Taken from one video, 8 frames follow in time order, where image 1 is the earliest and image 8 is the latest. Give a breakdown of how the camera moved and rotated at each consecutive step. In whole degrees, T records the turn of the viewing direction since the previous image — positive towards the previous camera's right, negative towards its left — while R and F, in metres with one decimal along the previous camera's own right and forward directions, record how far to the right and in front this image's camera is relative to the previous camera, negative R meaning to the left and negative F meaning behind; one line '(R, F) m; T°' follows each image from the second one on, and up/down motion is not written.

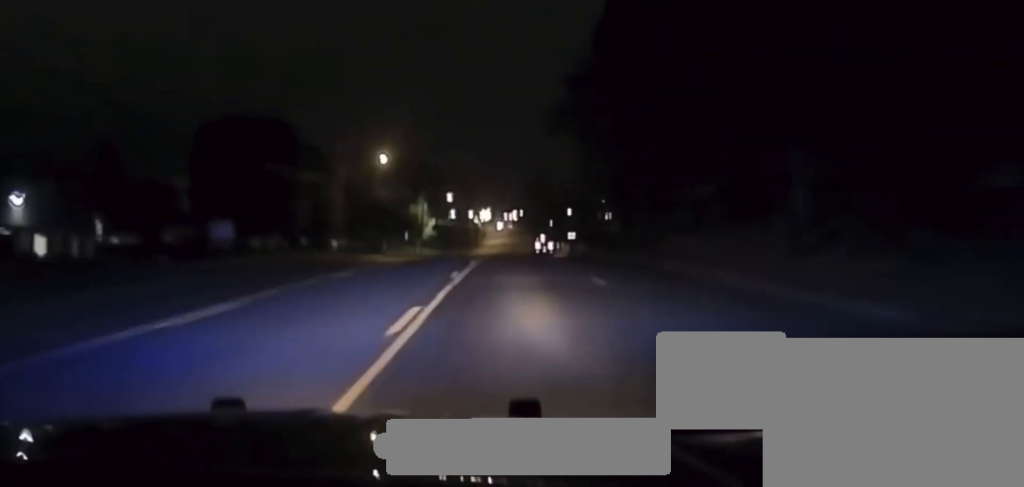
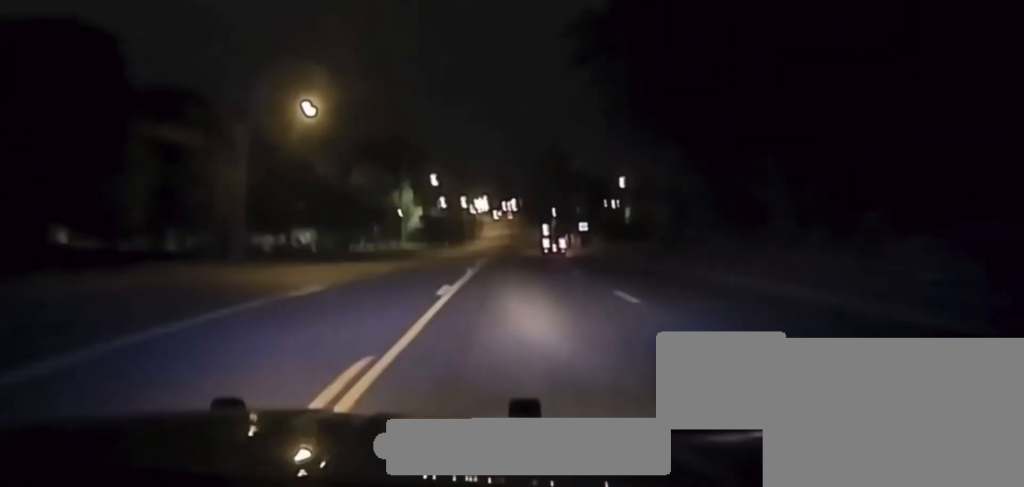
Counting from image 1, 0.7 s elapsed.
(0.0, +30.7) m; 0°
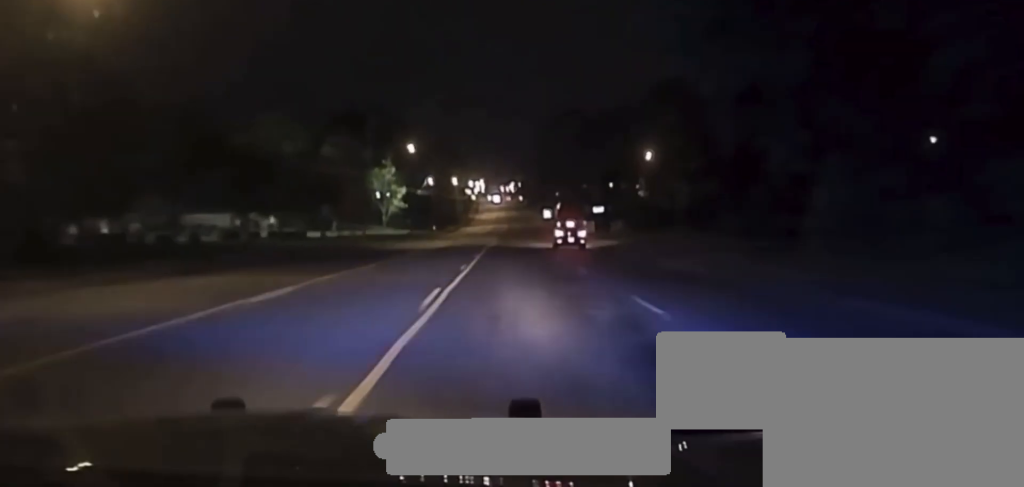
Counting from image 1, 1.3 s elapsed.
(0.0, +29.0) m; 0°
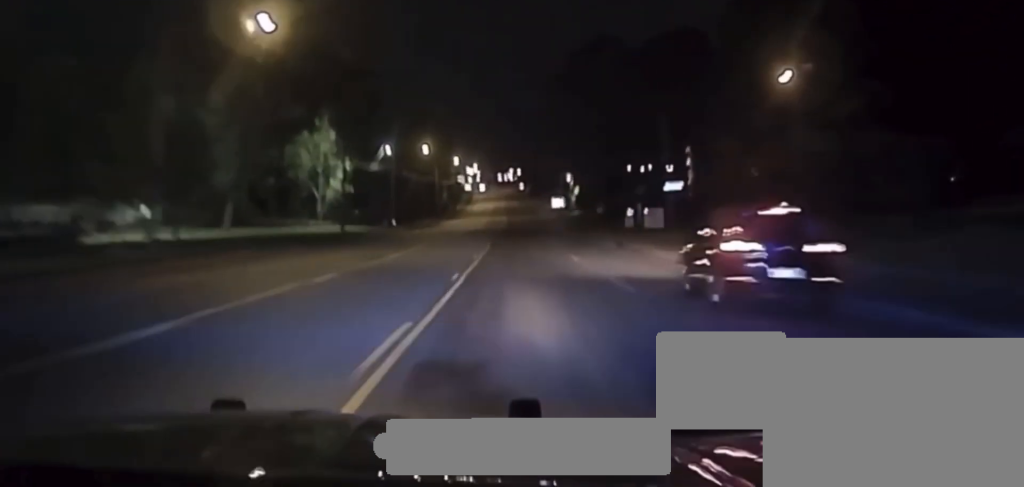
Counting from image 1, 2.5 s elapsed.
(-0.4, +69.2) m; 0°
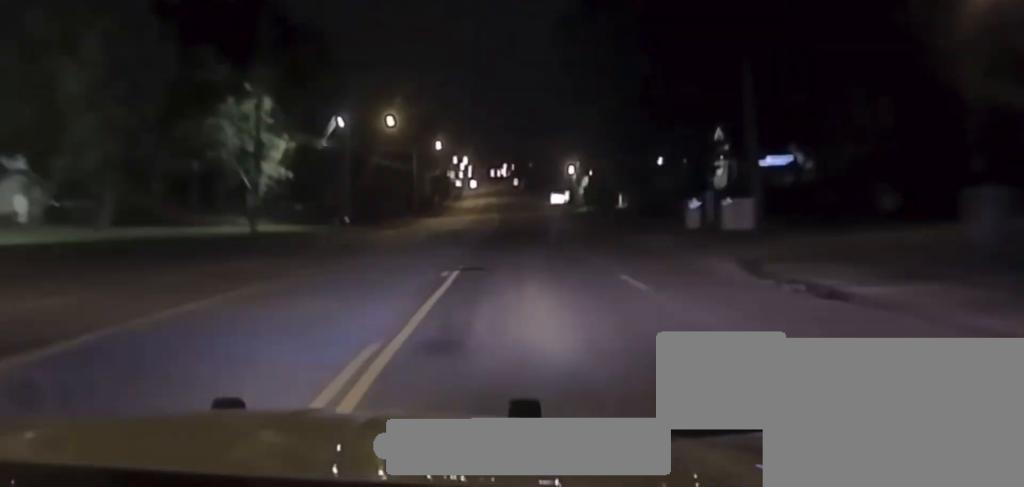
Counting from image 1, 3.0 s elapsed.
(-0.3, +32.9) m; 0°
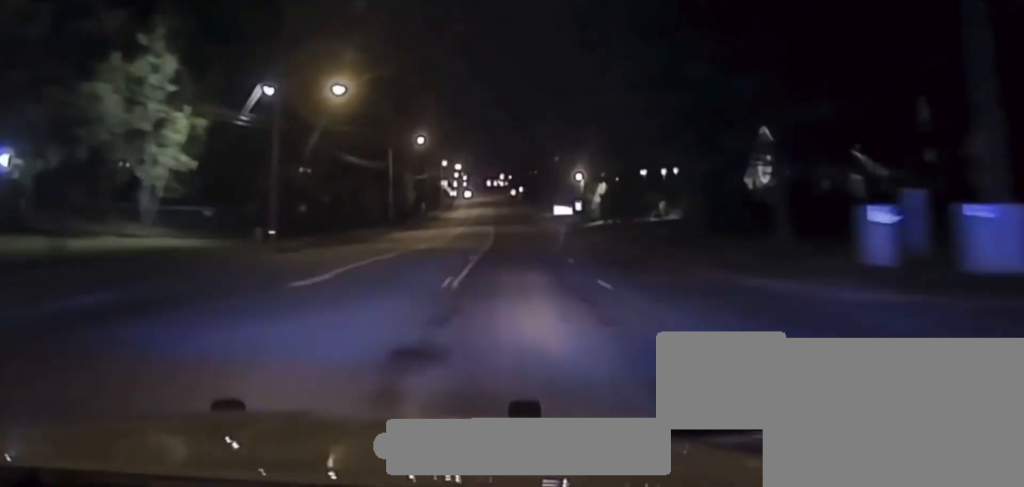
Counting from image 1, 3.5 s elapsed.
(+0.4, +29.8) m; 0°
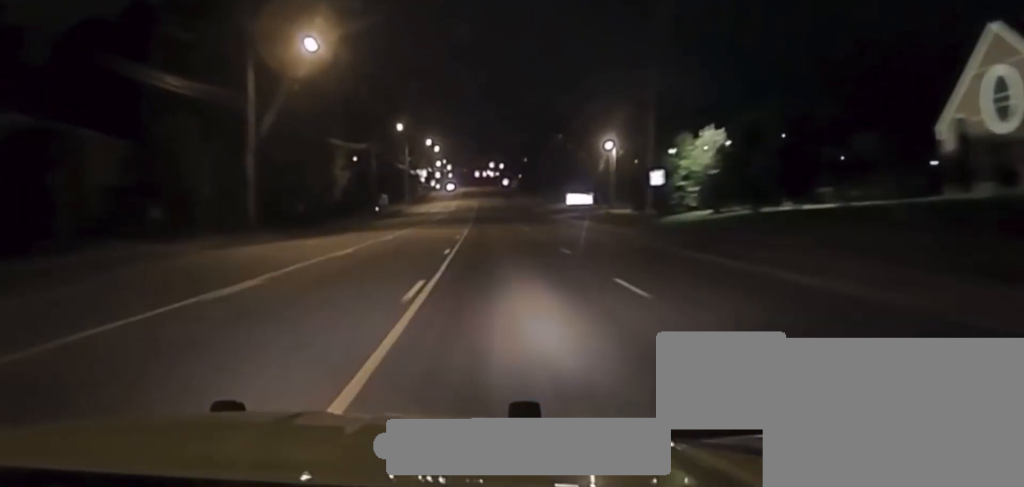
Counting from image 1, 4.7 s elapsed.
(+0.4, +54.9) m; 0°
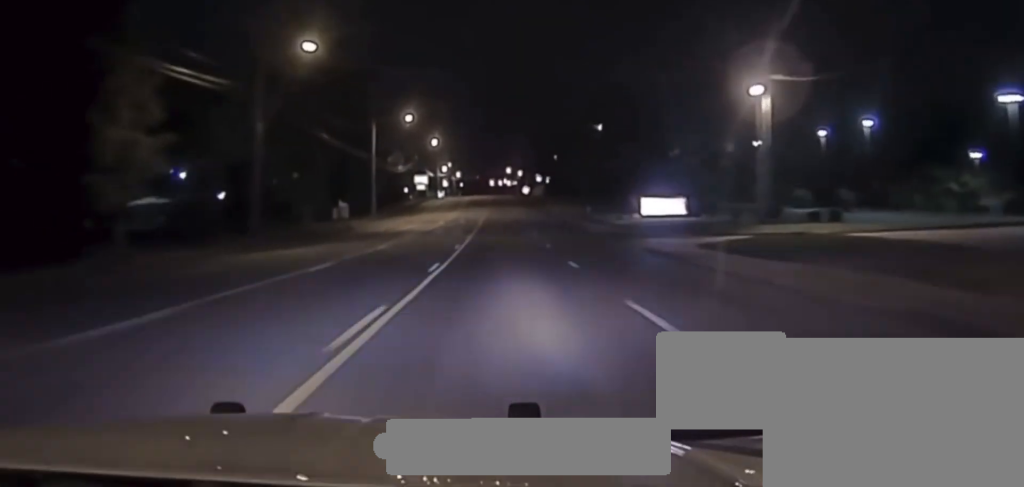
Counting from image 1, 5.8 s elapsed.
(-0.1, +43.0) m; 0°
